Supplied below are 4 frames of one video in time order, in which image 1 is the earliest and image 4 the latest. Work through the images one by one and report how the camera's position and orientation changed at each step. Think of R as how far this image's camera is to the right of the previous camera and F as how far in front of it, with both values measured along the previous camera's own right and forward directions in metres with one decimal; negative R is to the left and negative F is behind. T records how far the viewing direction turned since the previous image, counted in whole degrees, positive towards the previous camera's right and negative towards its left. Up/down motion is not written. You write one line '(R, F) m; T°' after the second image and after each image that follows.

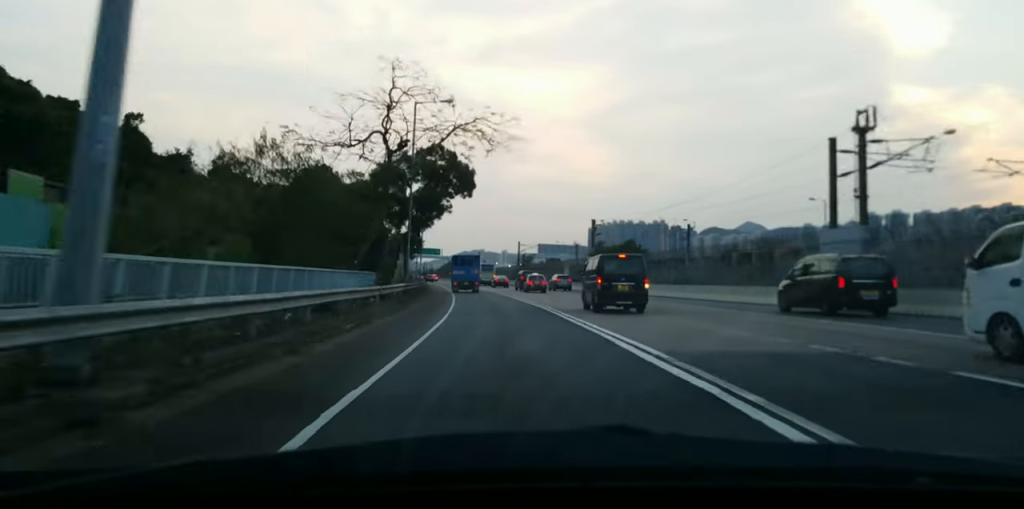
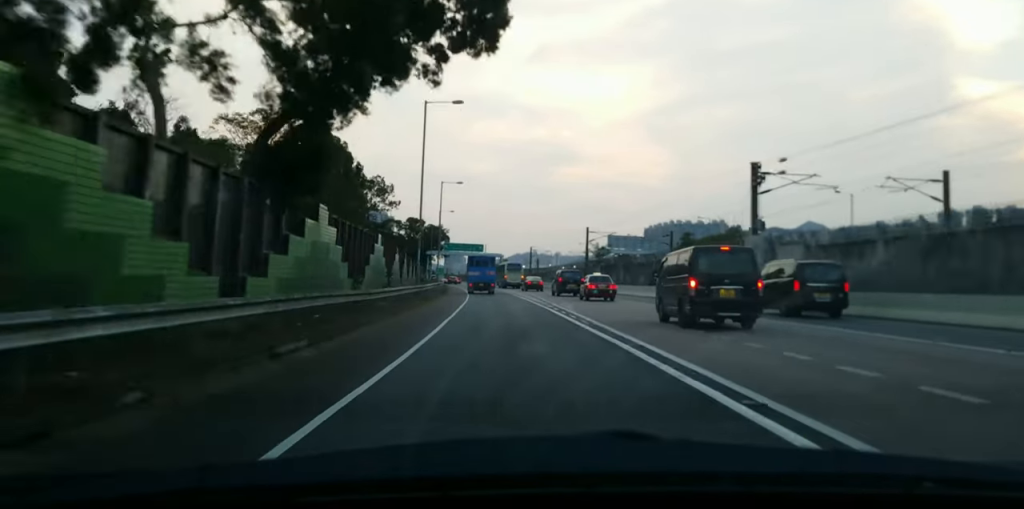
(-0.9, +43.4) m; -3°
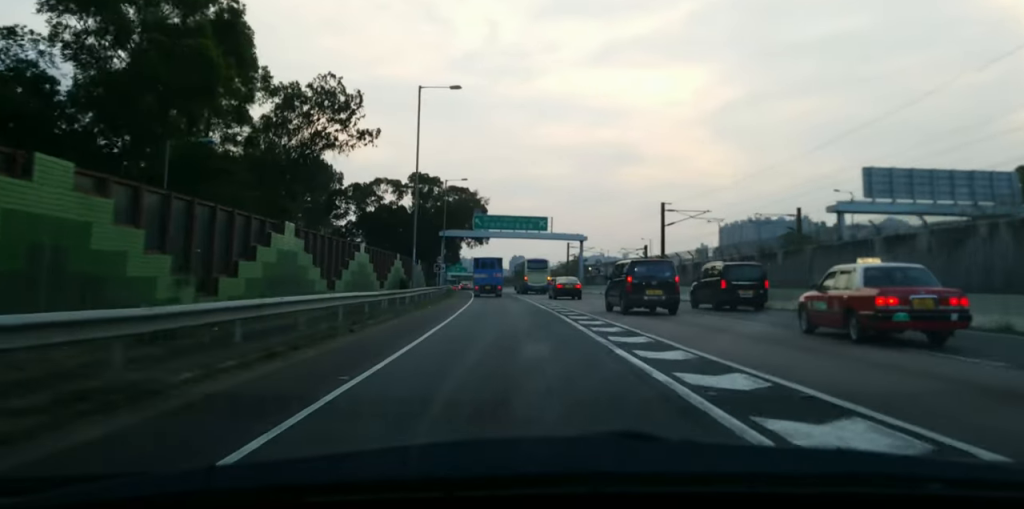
(-4.4, +83.8) m; -6°
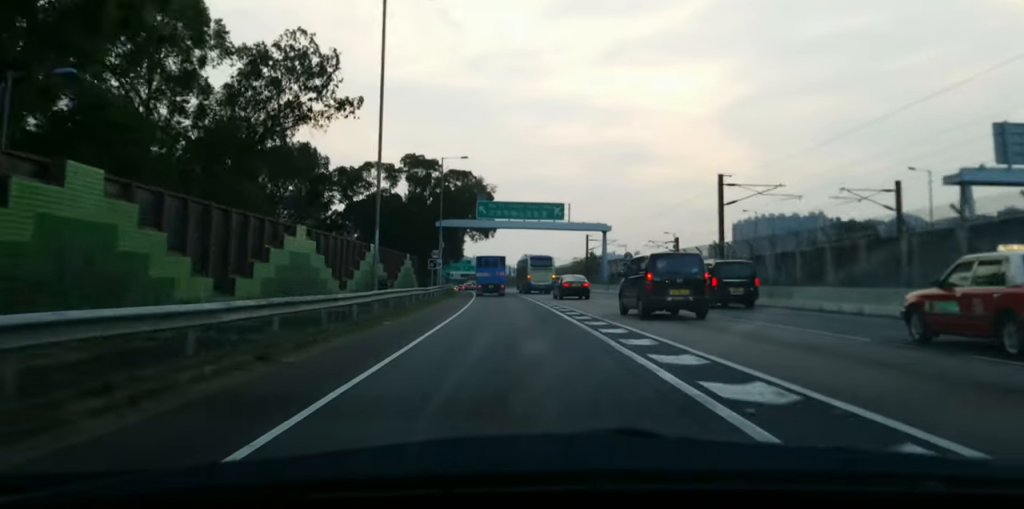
(-0.2, +13.6) m; 0°
